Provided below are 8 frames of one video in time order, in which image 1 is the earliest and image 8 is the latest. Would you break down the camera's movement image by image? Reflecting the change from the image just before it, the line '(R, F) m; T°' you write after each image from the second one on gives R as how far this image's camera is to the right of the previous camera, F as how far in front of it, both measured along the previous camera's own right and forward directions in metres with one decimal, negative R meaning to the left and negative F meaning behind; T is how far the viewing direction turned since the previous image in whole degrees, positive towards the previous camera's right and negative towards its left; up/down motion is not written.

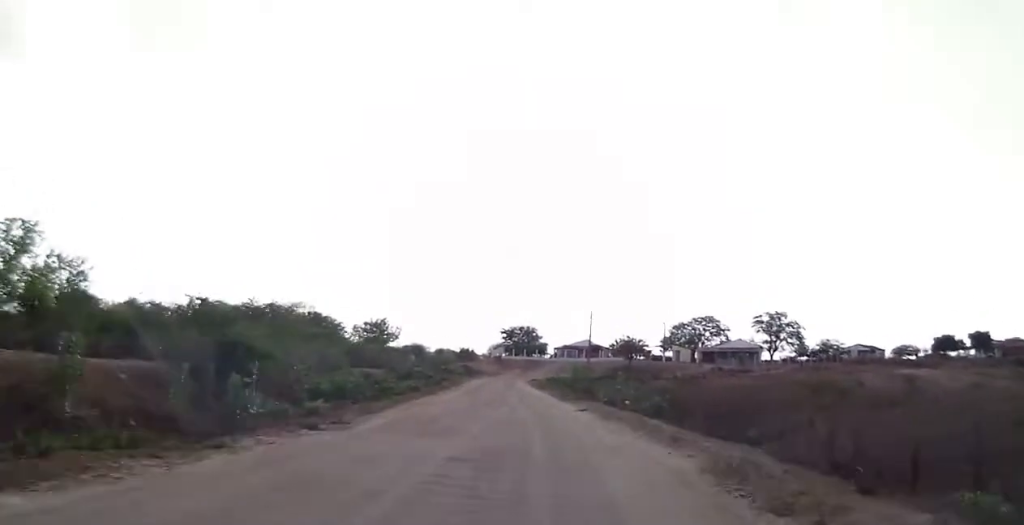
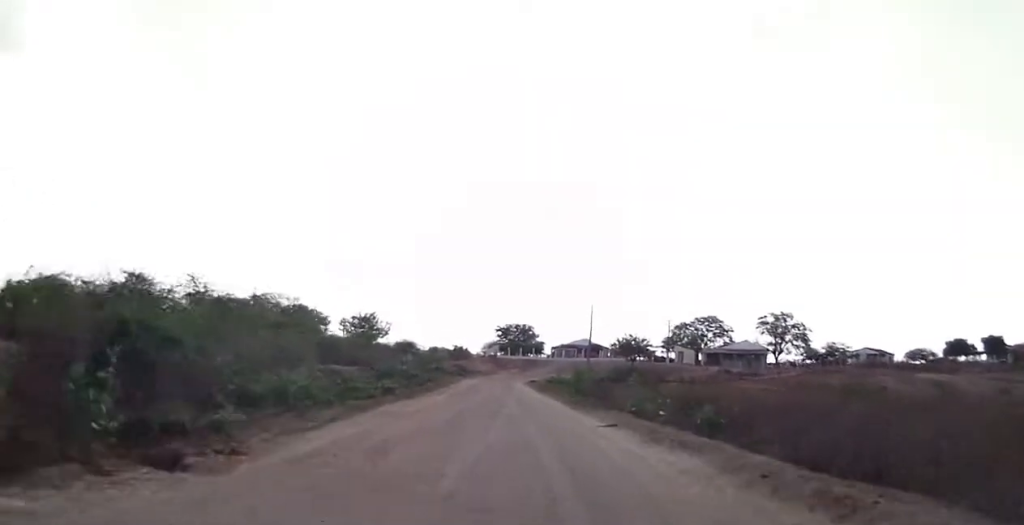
(+0.3, +5.0) m; -1°
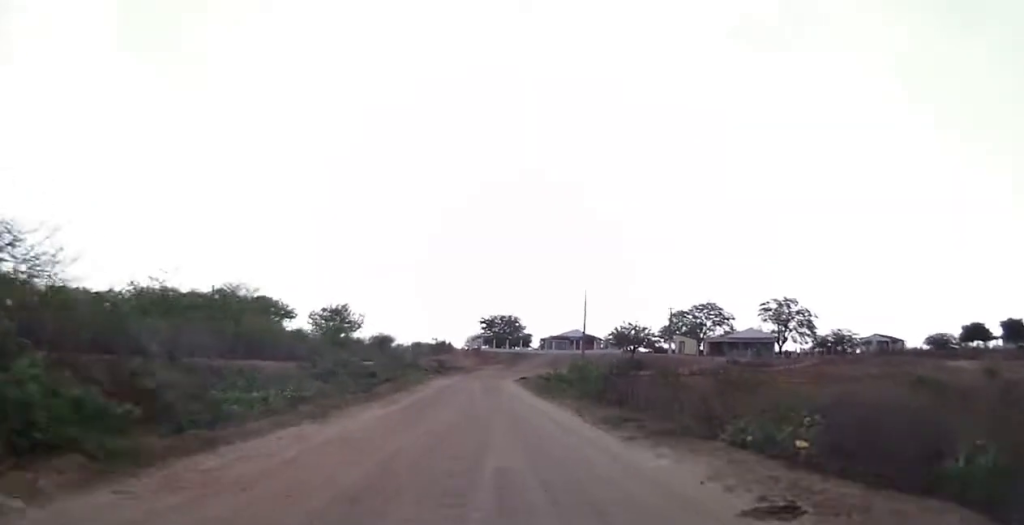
(-0.5, +9.3) m; -2°
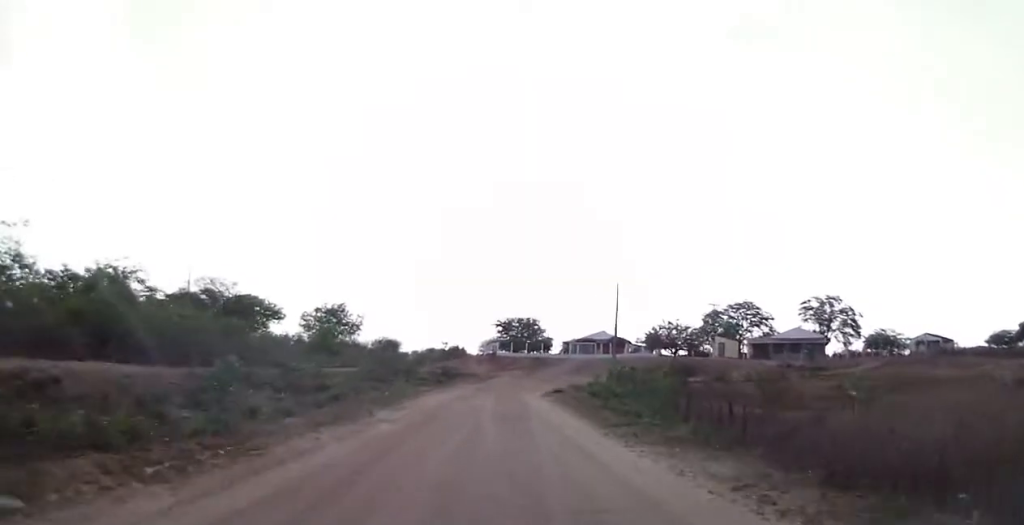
(+0.1, +12.9) m; +1°
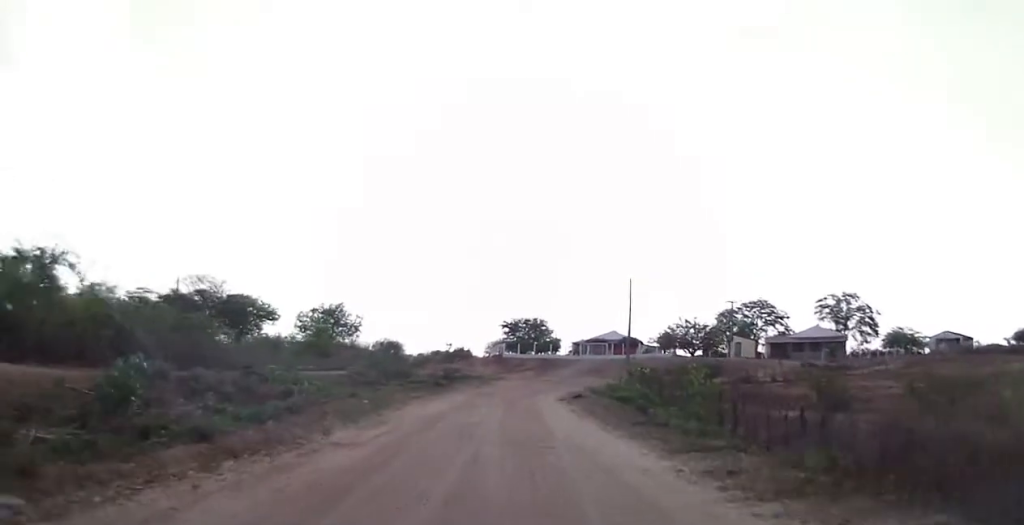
(0.0, +5.0) m; 0°
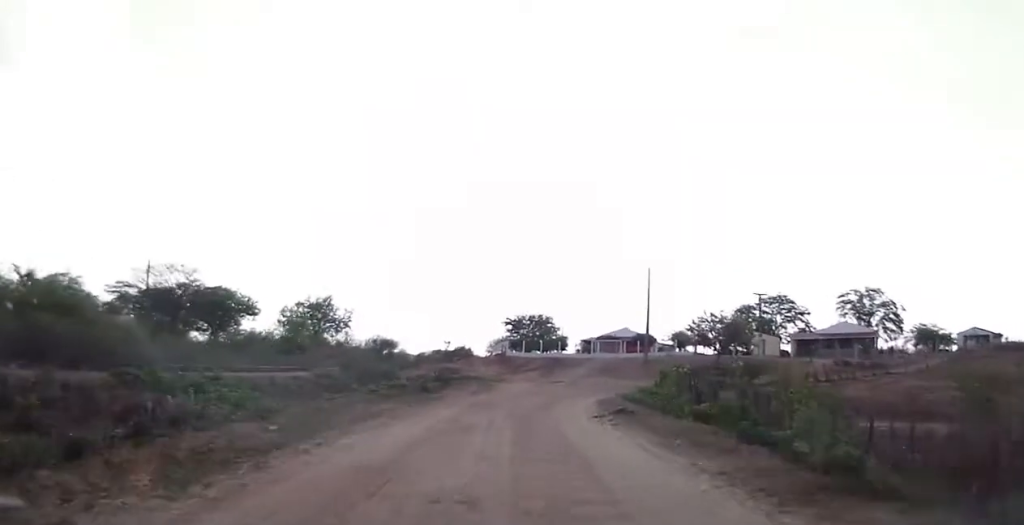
(0.0, +8.8) m; 0°
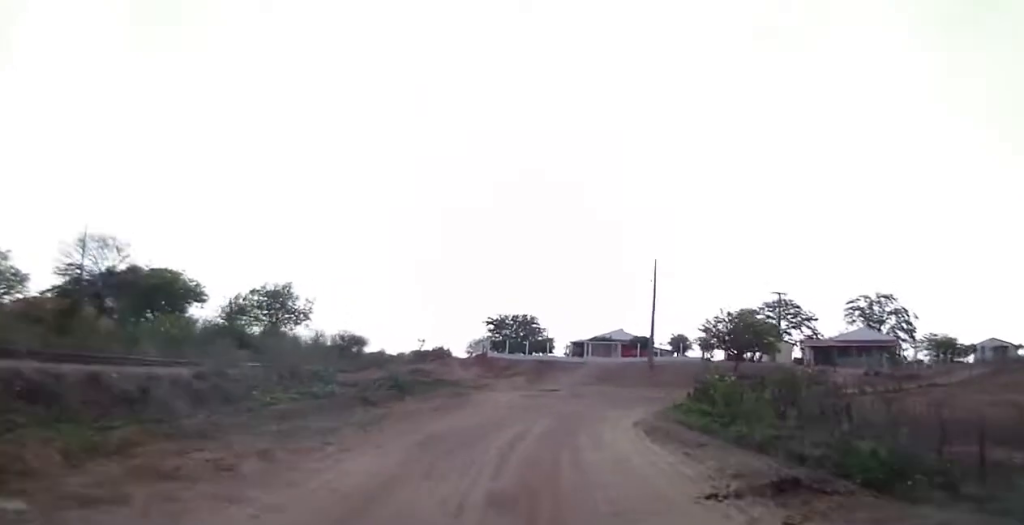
(-0.1, +11.1) m; -1°
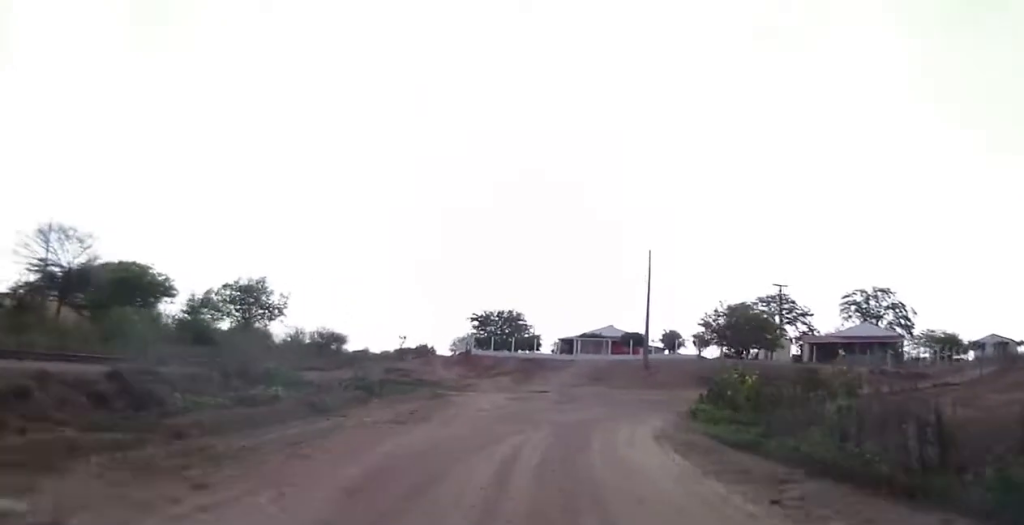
(-0.1, +4.2) m; -1°
